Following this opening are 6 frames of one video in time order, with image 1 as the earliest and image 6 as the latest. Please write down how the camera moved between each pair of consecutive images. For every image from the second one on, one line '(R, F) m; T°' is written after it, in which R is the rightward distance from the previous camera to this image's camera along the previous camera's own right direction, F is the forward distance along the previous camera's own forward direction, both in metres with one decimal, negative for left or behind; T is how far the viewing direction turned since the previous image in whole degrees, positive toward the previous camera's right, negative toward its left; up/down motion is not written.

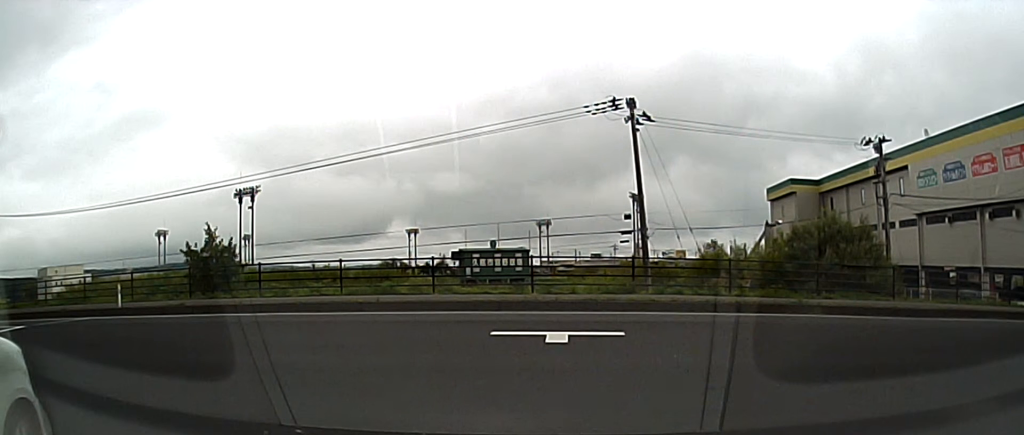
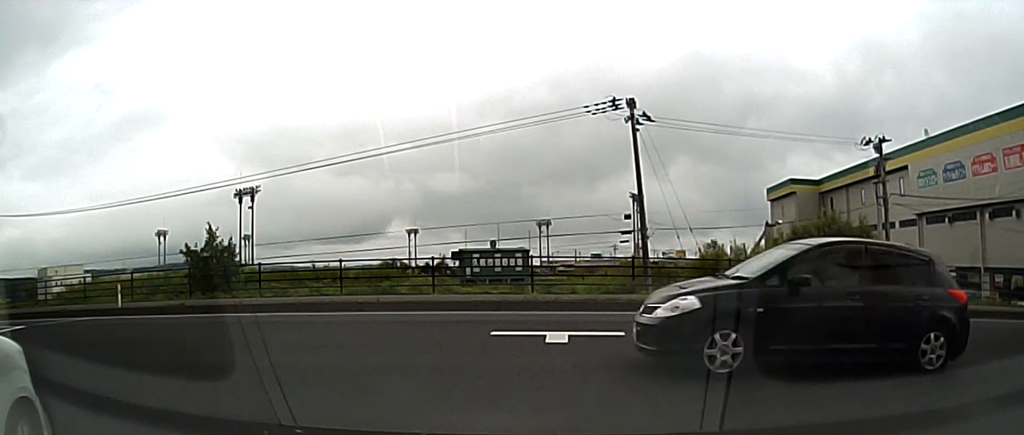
(0.0, 0.0) m; 0°
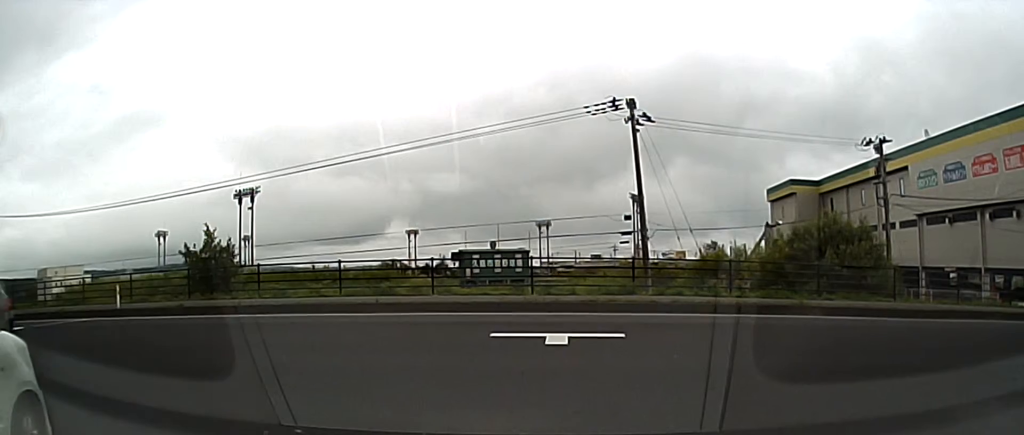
(-0.1, 0.0) m; 0°
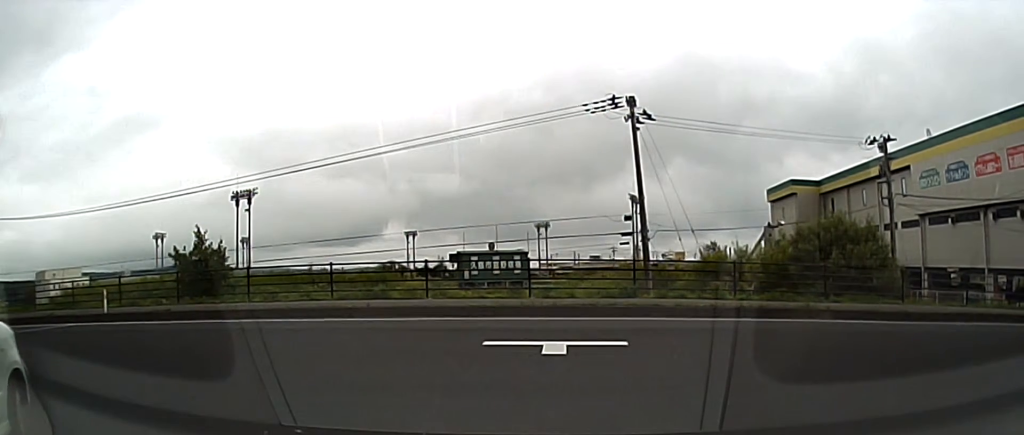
(-0.3, +0.2) m; 0°
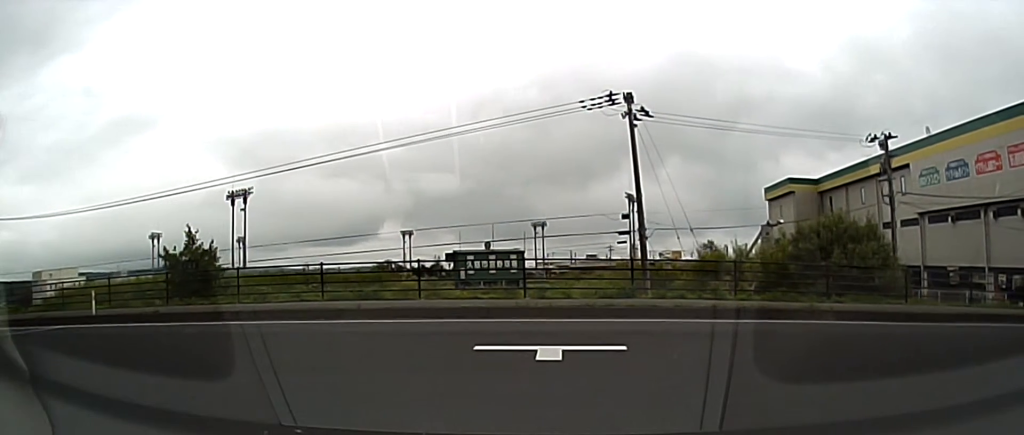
(0.0, +0.3) m; 0°
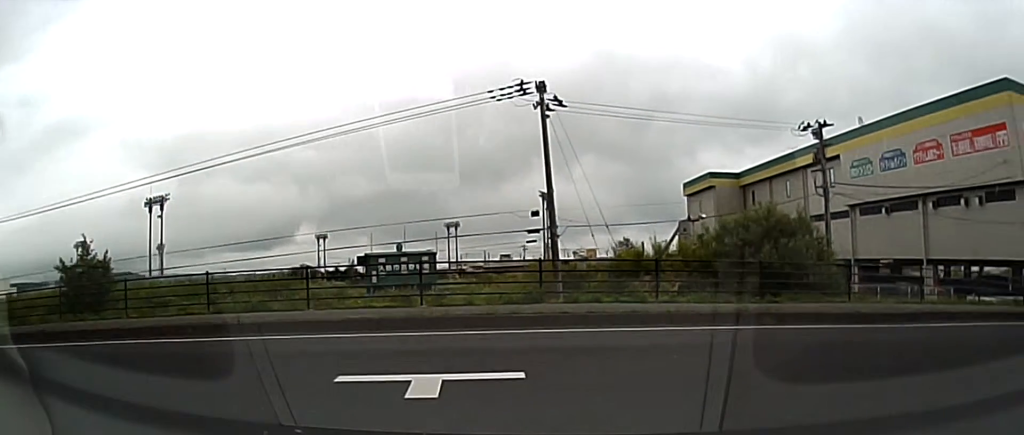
(+0.1, +1.3) m; +2°
